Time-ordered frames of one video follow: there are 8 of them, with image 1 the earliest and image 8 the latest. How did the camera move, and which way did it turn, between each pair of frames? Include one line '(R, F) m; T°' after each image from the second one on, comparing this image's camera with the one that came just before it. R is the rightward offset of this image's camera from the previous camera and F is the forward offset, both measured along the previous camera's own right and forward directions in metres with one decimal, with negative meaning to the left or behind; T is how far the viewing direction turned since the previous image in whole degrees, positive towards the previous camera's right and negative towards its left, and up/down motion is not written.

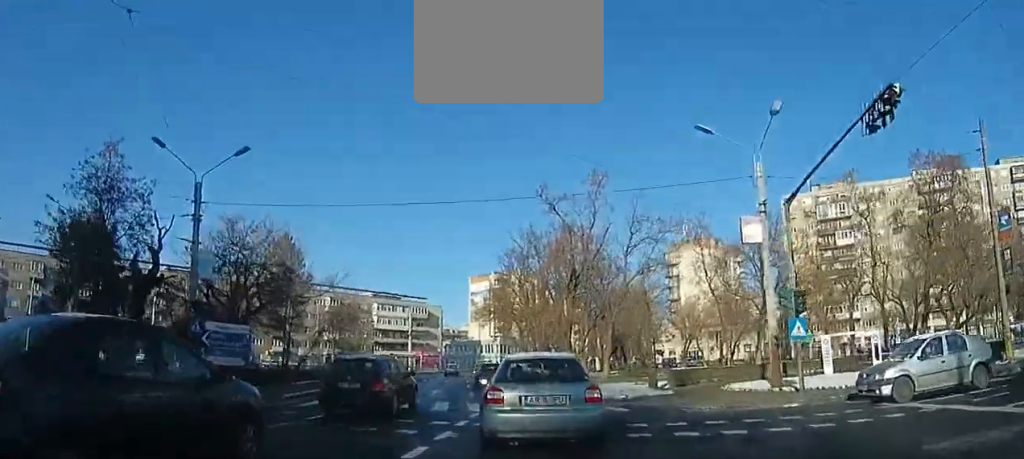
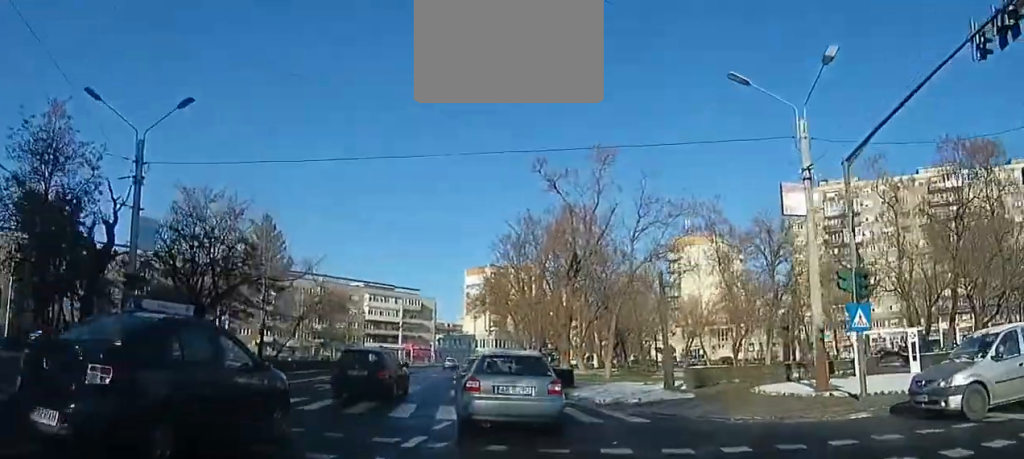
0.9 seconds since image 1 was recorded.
(-0.2, +2.8) m; +1°
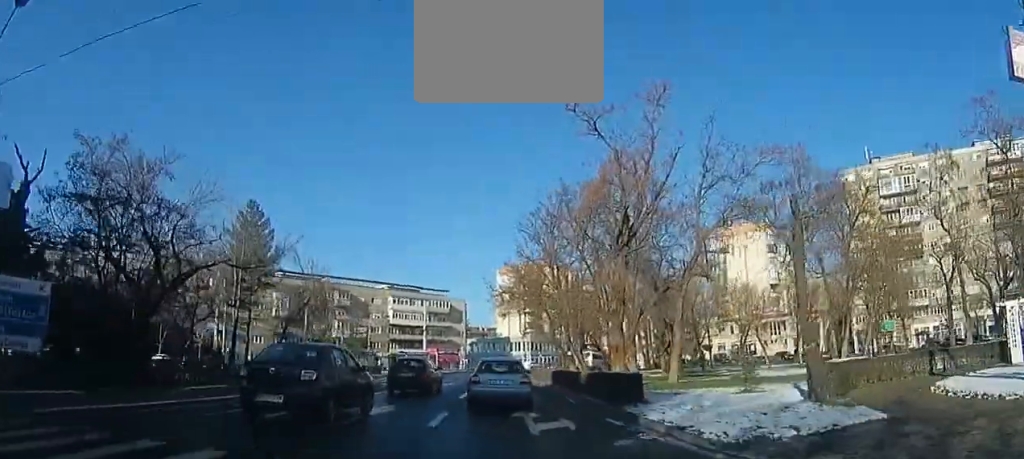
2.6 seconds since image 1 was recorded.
(+0.3, +6.7) m; +3°
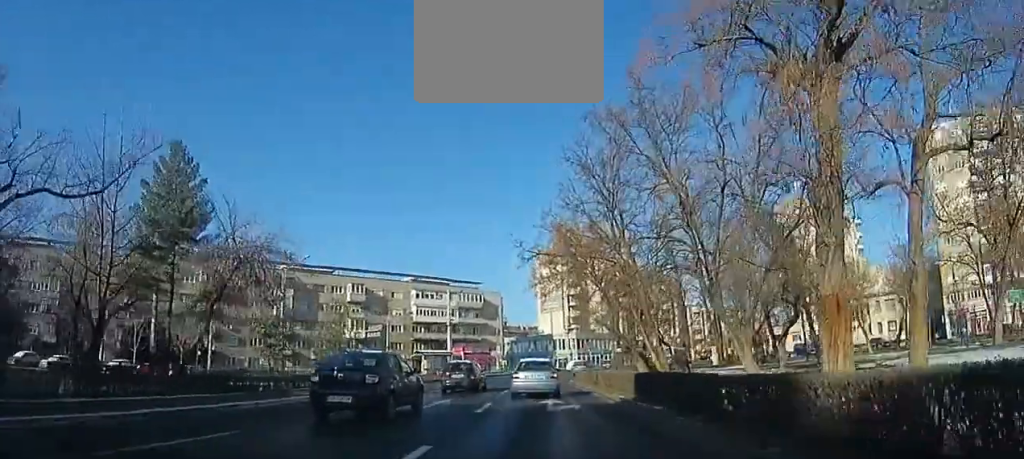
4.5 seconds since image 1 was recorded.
(+0.2, +9.4) m; +1°
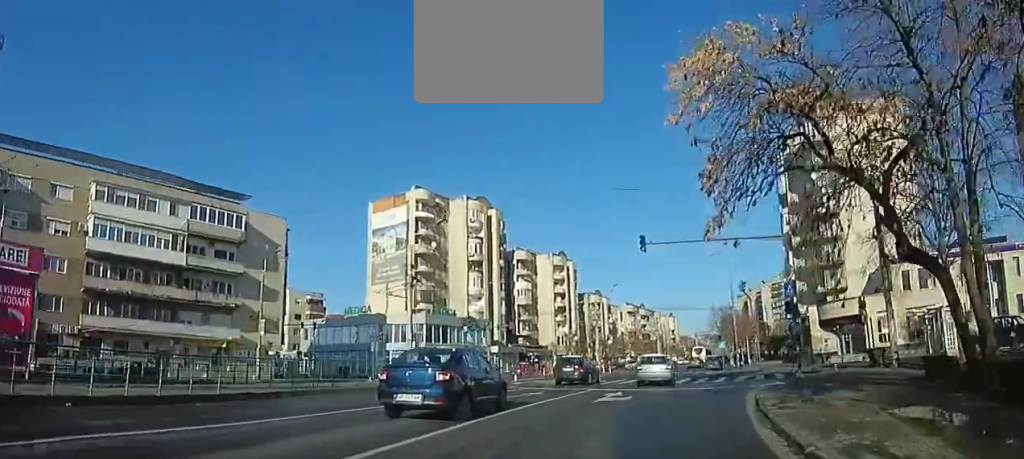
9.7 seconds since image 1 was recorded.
(0.0, +38.8) m; +2°
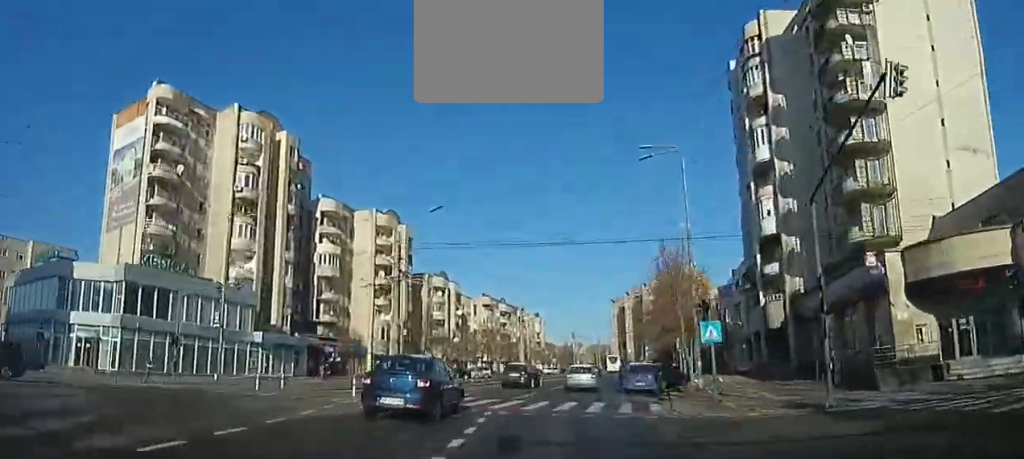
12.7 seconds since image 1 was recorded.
(+4.1, +37.4) m; +16°
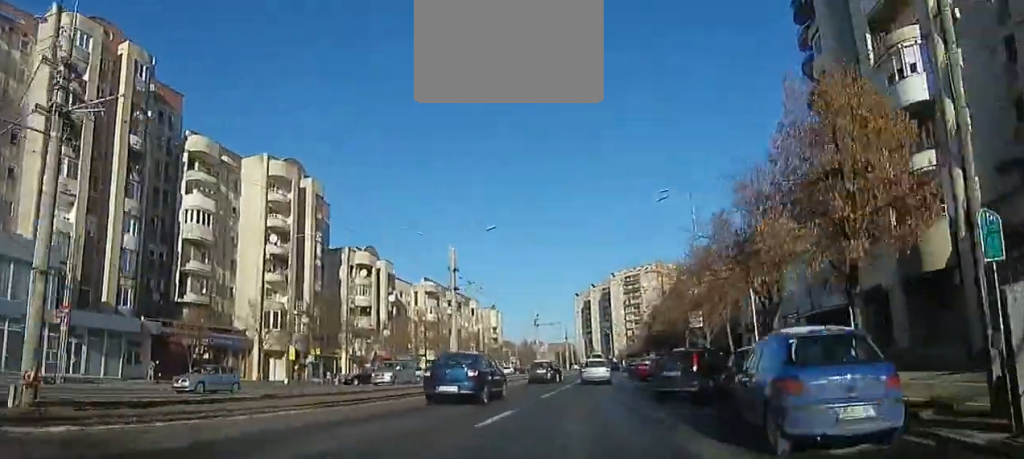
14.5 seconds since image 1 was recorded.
(+2.4, +24.5) m; +10°
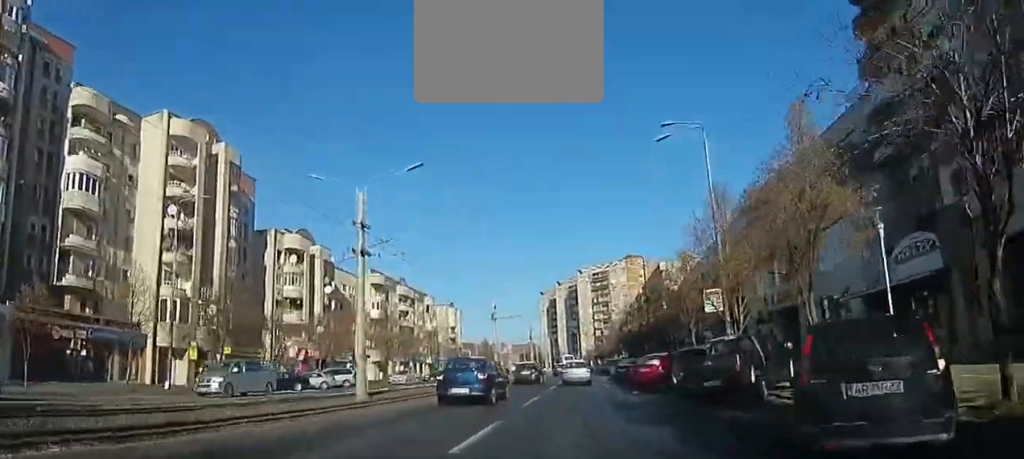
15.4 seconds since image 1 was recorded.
(+0.1, +13.2) m; +4°
